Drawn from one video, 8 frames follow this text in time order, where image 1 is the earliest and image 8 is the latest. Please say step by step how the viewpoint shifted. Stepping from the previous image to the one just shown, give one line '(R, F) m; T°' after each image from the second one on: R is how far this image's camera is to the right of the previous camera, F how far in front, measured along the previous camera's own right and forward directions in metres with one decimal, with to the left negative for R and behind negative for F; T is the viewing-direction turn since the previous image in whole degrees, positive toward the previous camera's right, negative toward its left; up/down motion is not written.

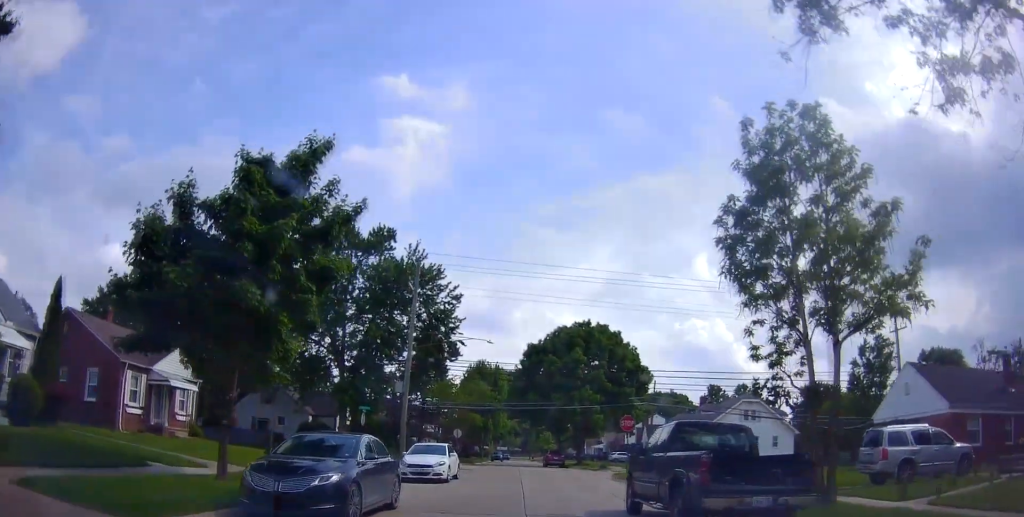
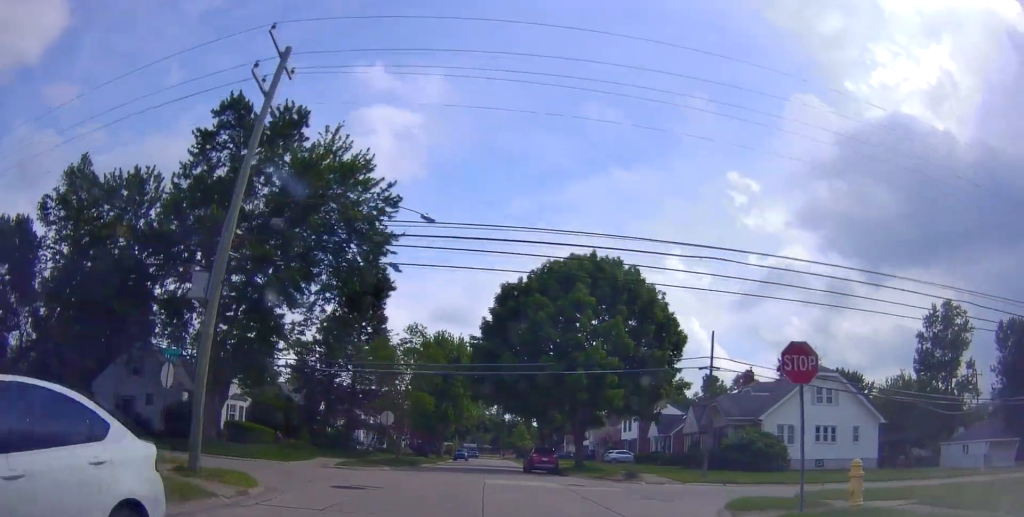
(0.0, +19.6) m; +1°
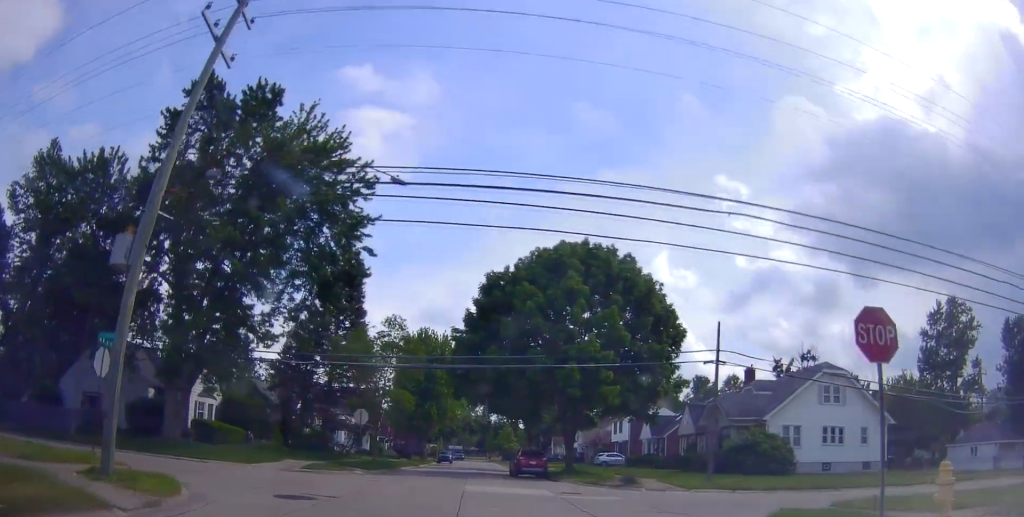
(0.0, +2.9) m; +3°
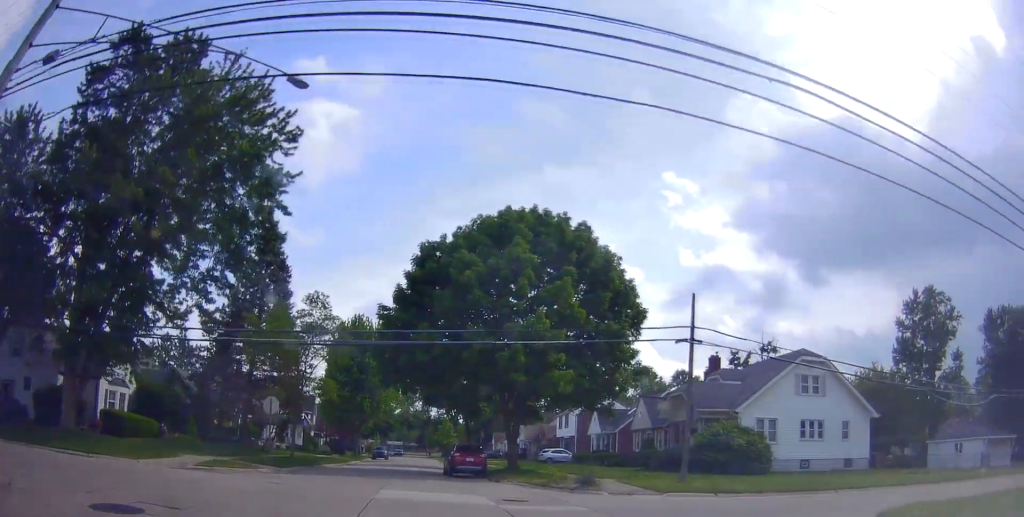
(+0.1, +5.4) m; +4°
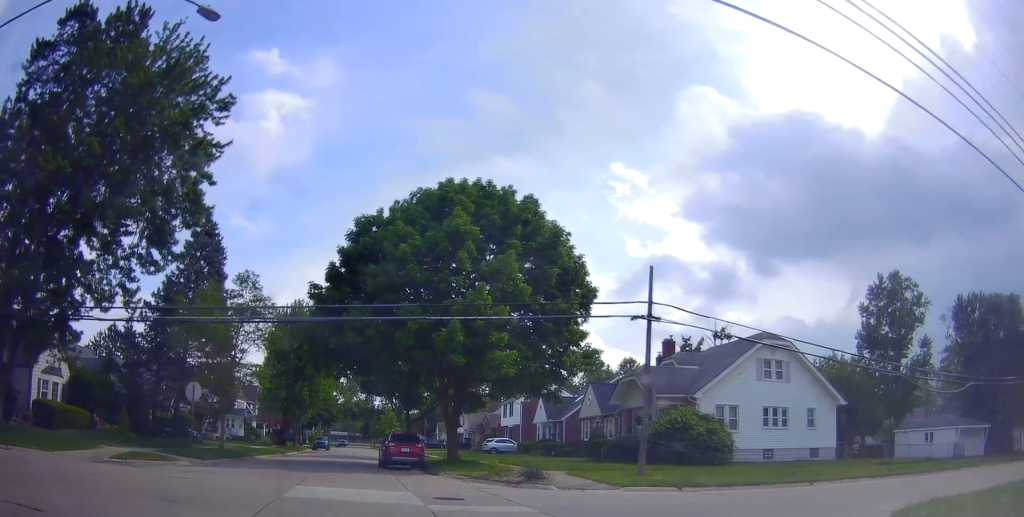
(+0.4, +3.7) m; 0°
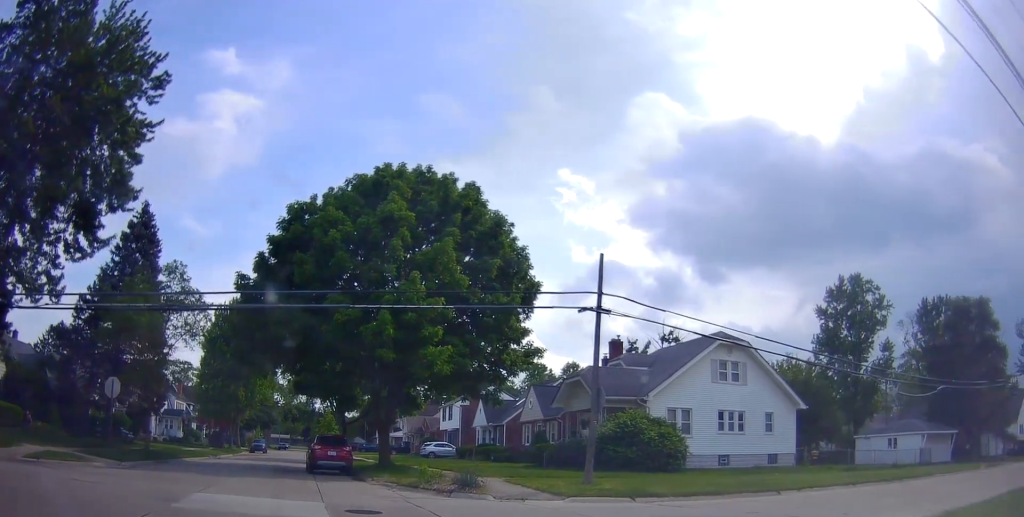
(-0.2, +3.6) m; +6°
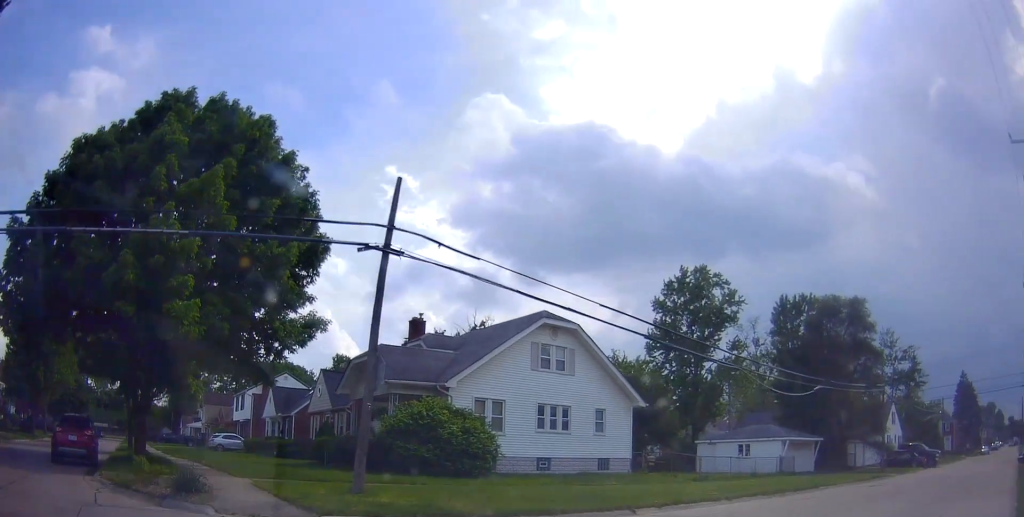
(+1.7, +6.8) m; +26°
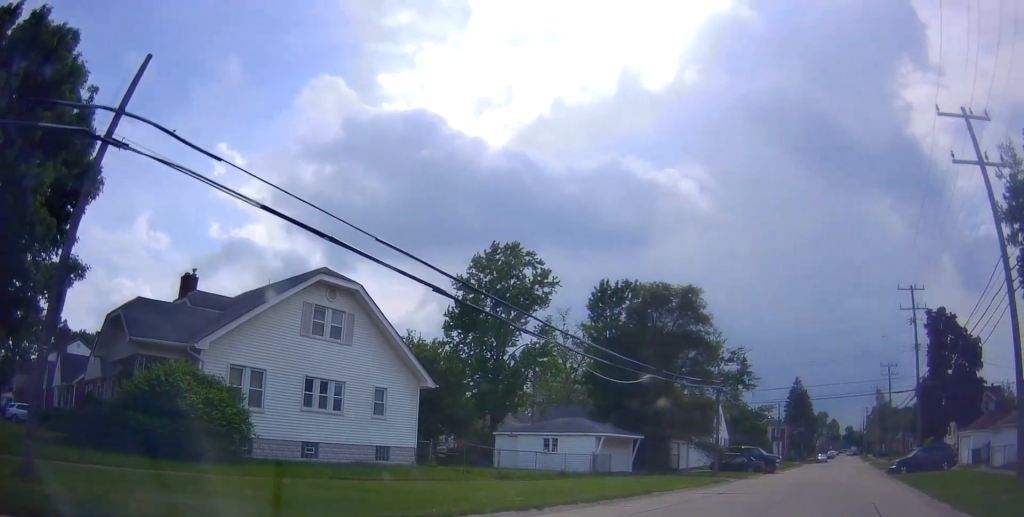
(-0.1, +4.8) m; +10°
